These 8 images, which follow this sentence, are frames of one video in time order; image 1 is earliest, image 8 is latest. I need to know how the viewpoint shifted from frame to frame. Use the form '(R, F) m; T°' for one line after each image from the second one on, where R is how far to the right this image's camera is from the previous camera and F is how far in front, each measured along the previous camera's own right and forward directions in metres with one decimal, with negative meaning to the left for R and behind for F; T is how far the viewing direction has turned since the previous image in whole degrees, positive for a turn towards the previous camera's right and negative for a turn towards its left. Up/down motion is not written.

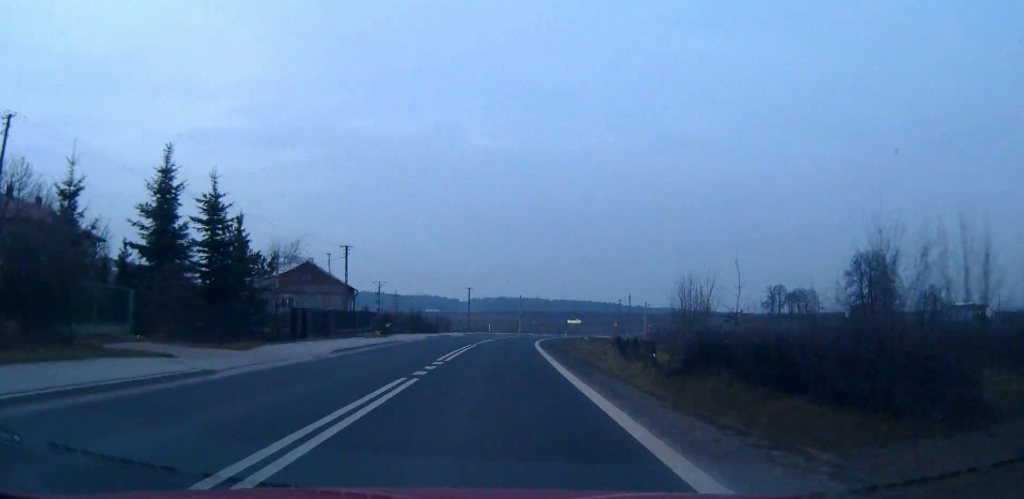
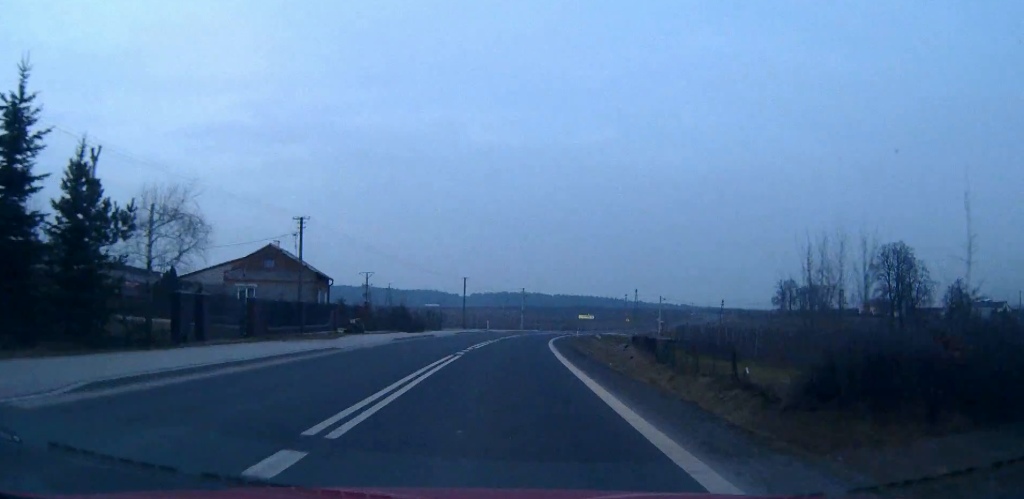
(0.0, +14.7) m; 0°
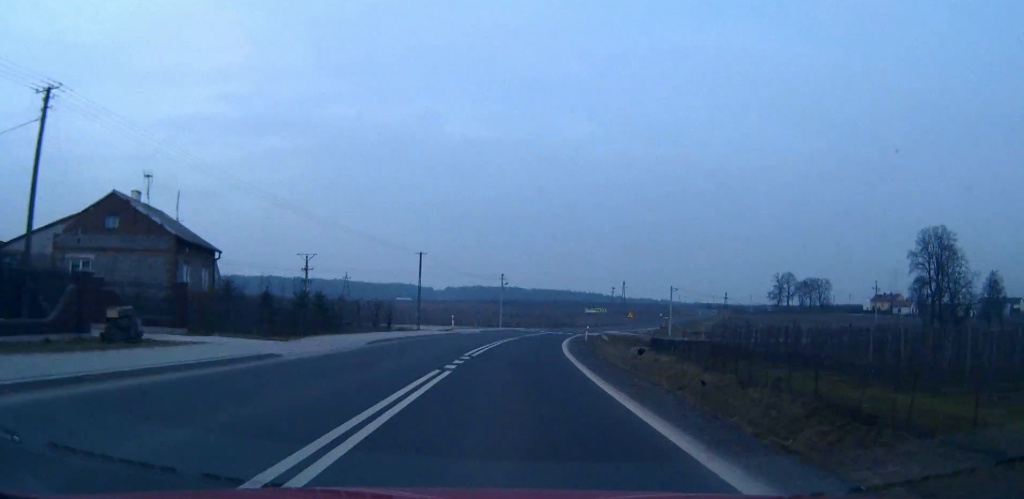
(+0.2, +28.2) m; +1°
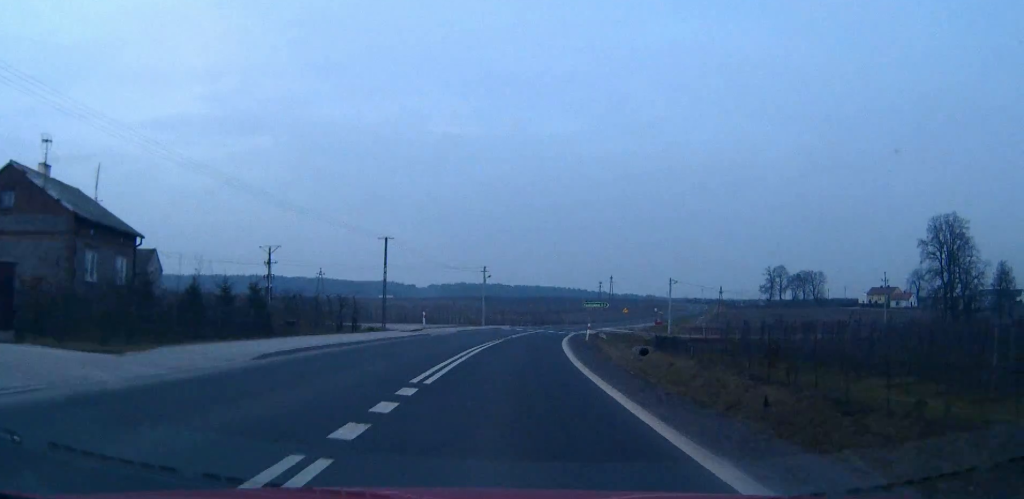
(+0.1, +10.5) m; +1°
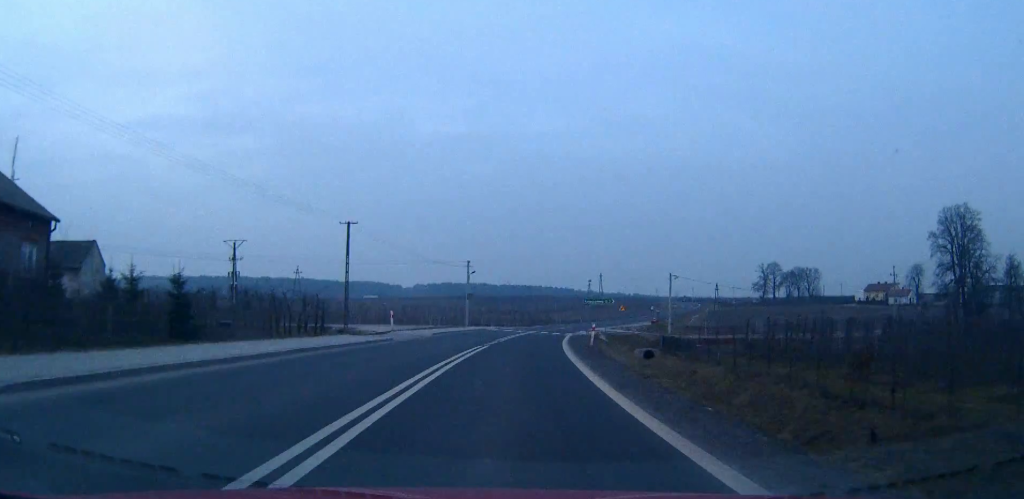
(+0.1, +8.7) m; +1°
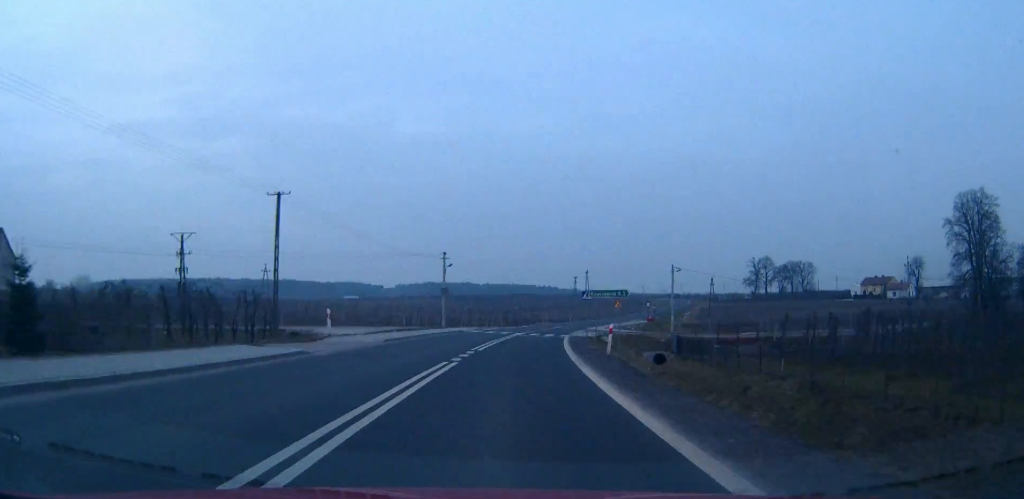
(+0.1, +11.2) m; +1°
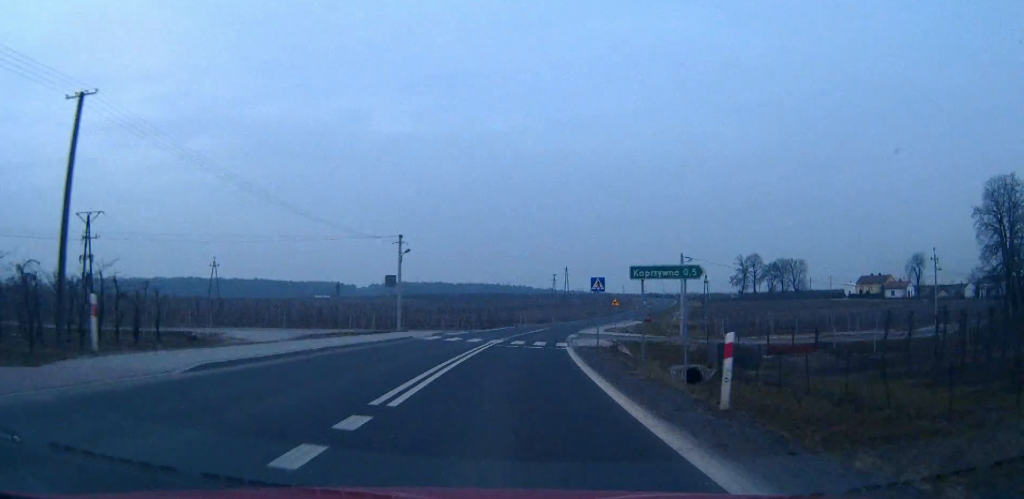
(+0.3, +16.2) m; +2°
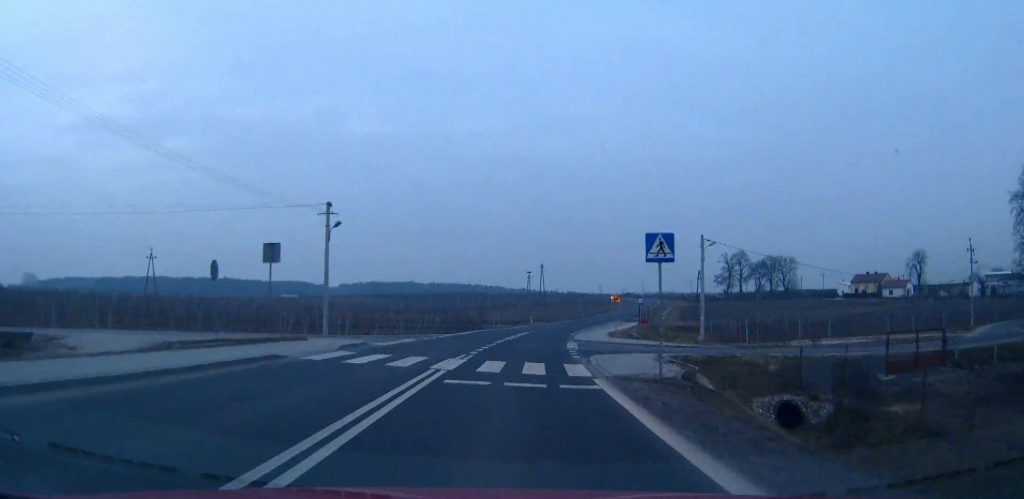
(+0.3, +16.9) m; +2°
